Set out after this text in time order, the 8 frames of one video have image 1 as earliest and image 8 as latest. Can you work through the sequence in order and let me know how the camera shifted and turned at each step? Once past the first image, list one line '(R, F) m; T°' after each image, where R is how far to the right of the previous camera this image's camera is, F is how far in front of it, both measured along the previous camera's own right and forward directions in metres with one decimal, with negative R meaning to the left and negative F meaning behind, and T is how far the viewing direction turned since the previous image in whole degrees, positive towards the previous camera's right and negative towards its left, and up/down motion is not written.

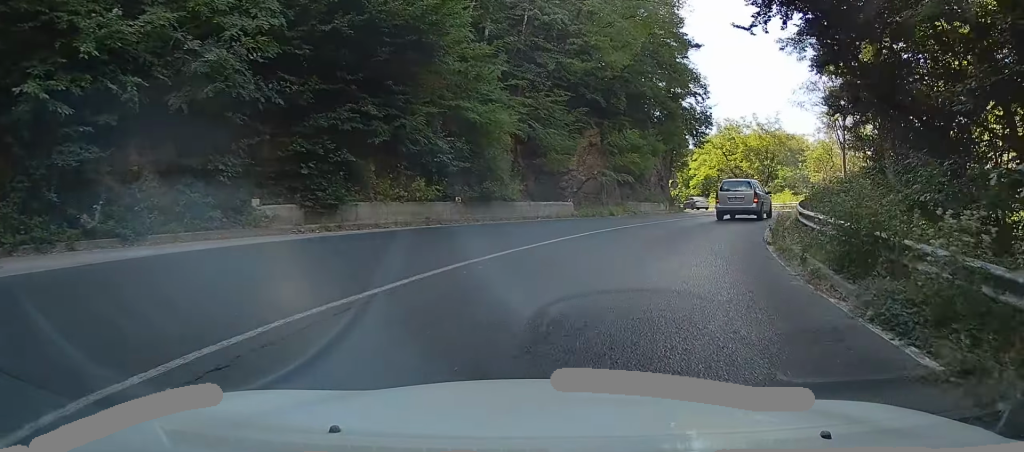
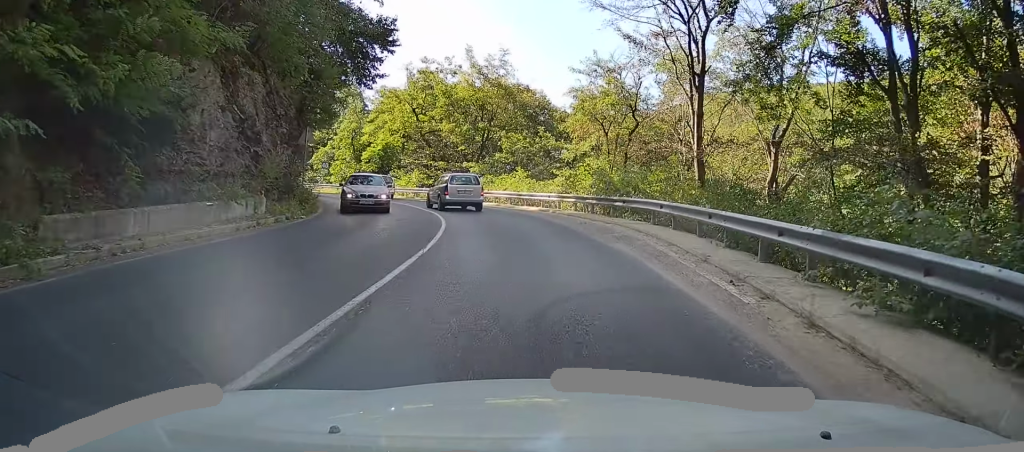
(+5.2, +23.8) m; +21°
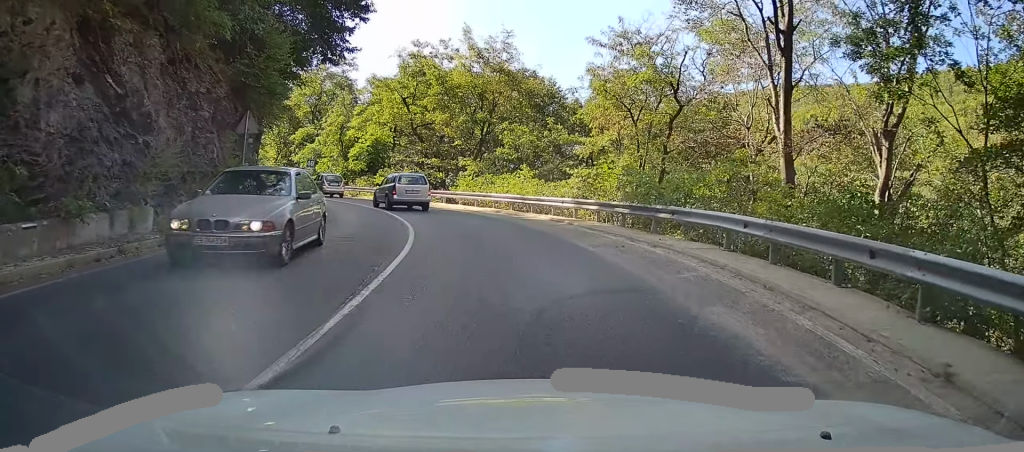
(+0.3, +5.9) m; +2°
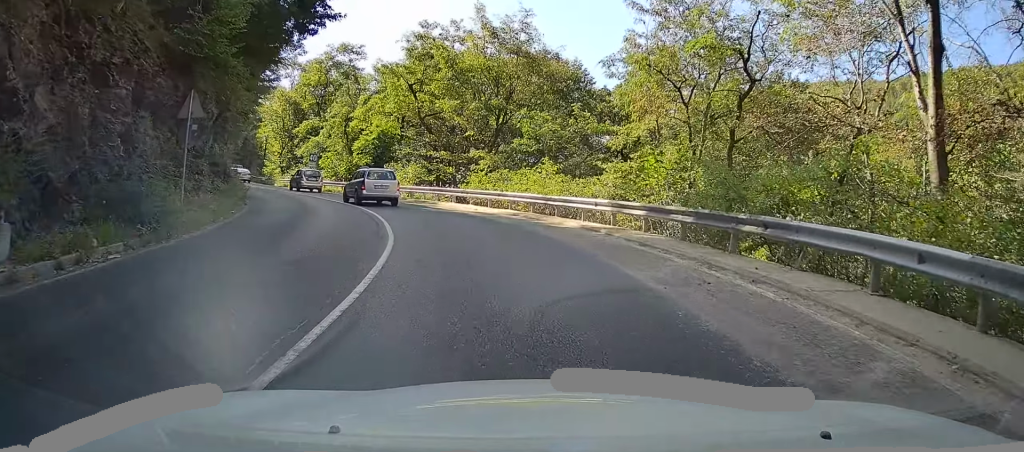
(+0.1, +4.6) m; 0°
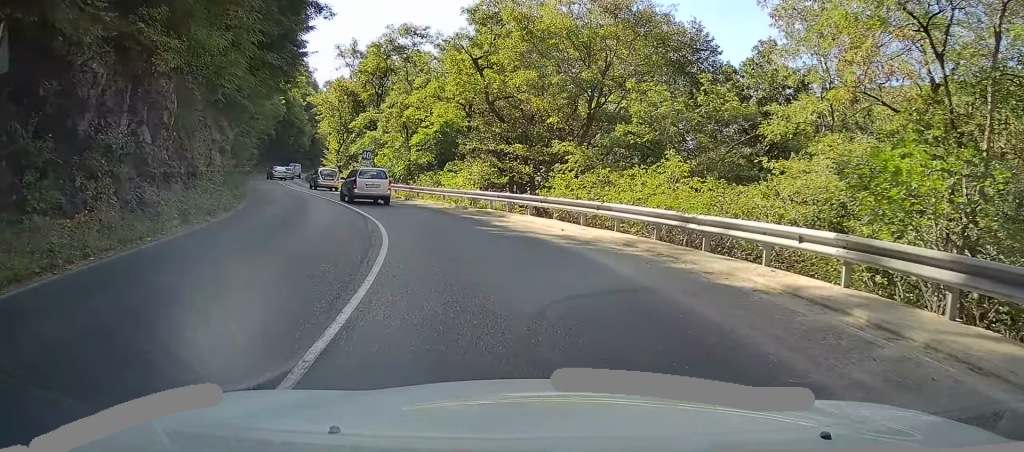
(0.0, +9.1) m; -2°
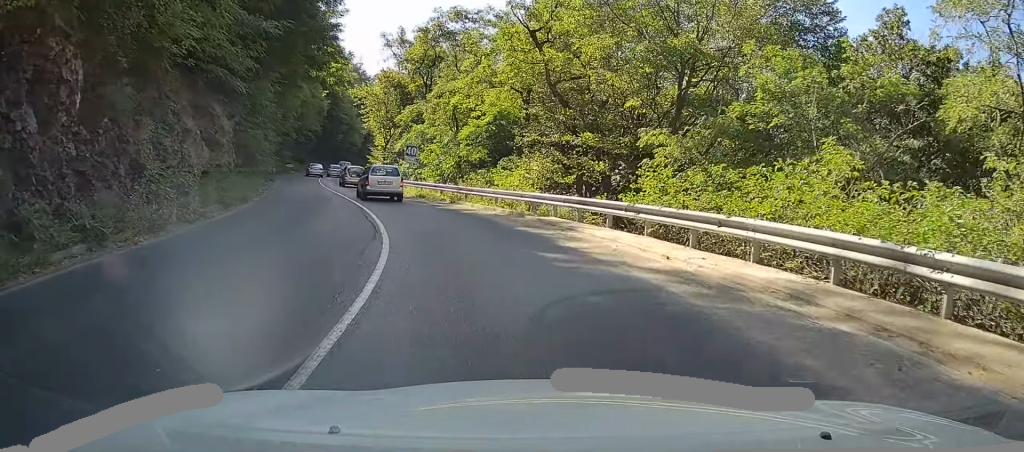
(-0.1, +5.9) m; -4°
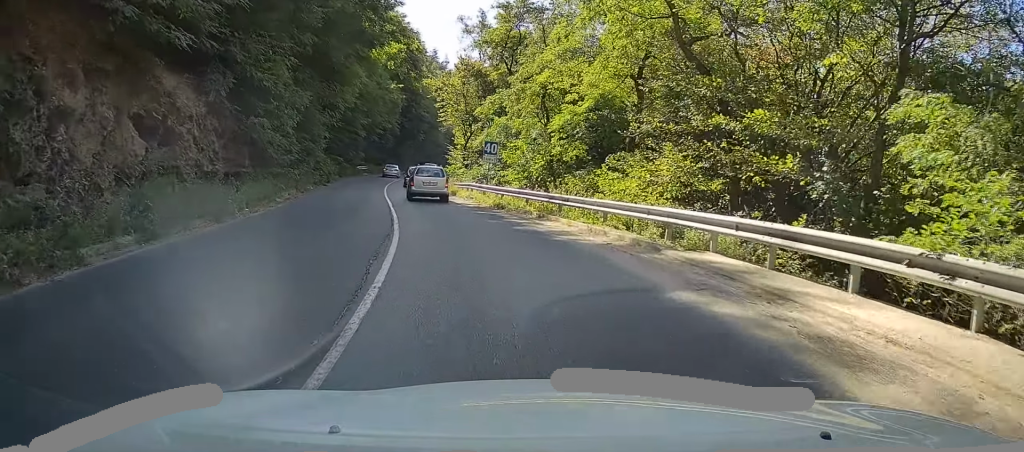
(-0.4, +8.5) m; -6°
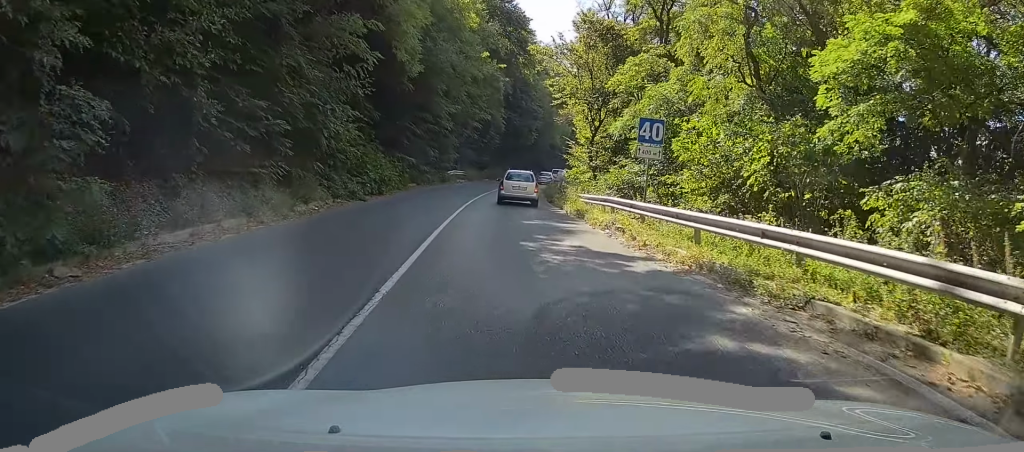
(-1.6, +16.7) m; -8°
